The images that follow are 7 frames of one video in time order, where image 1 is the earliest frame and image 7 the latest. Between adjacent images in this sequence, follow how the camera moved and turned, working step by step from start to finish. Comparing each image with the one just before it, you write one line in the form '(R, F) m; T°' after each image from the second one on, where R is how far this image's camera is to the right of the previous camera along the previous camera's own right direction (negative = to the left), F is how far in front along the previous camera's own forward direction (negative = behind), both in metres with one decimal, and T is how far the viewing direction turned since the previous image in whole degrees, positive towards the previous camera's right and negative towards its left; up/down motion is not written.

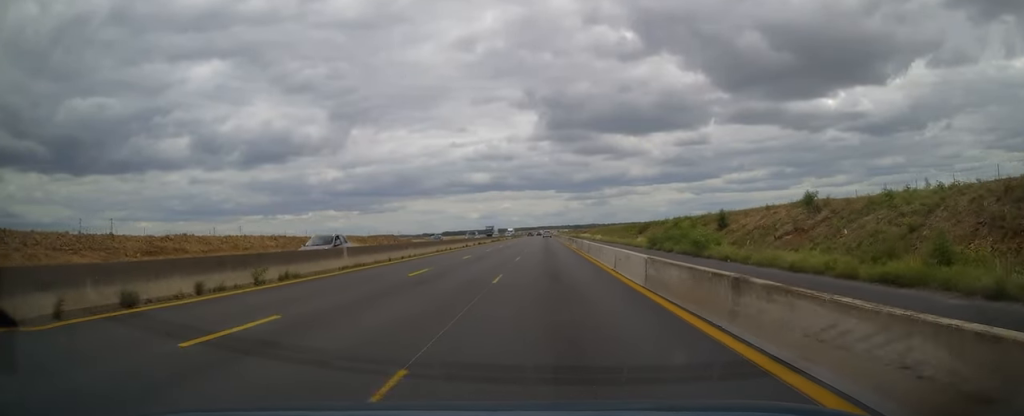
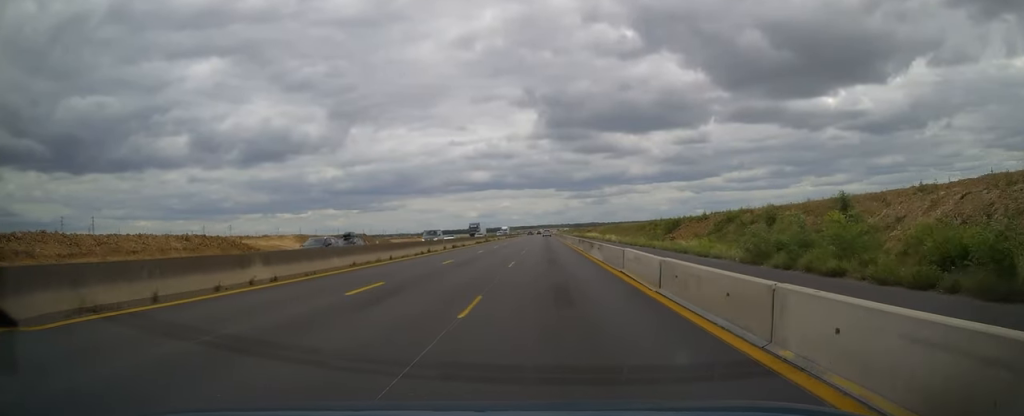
(0.0, +19.4) m; 0°
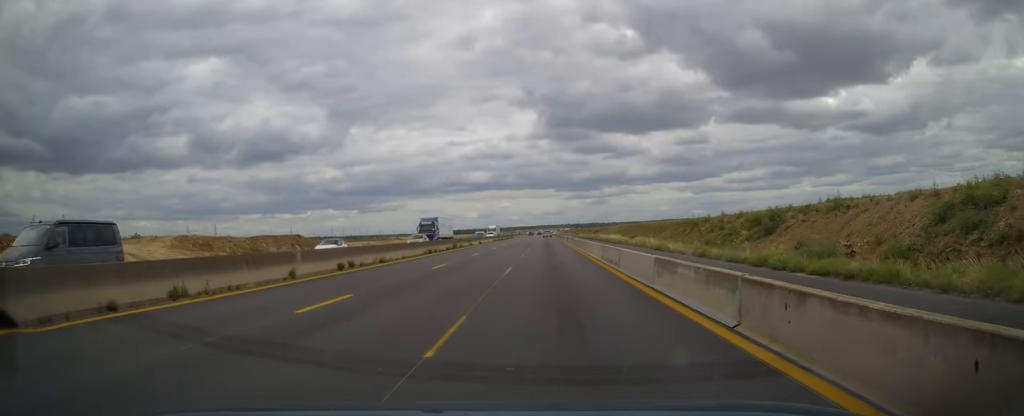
(0.0, +28.7) m; 0°
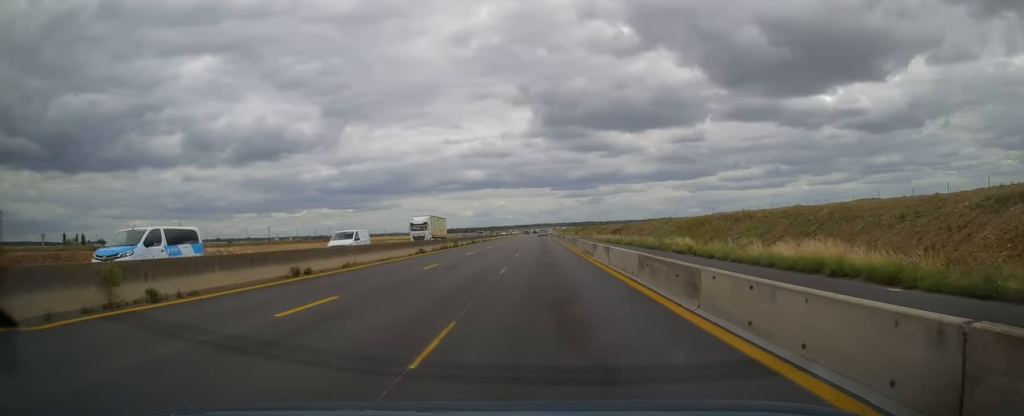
(+0.4, +52.5) m; +1°
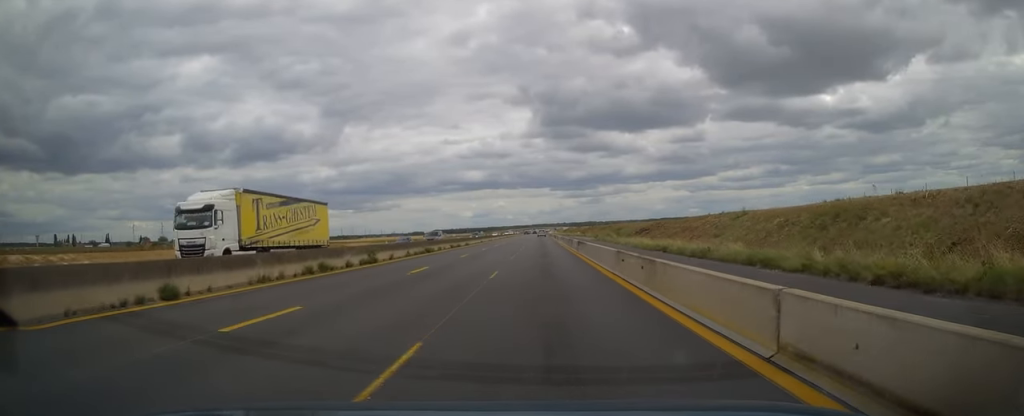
(-0.1, +27.5) m; 0°
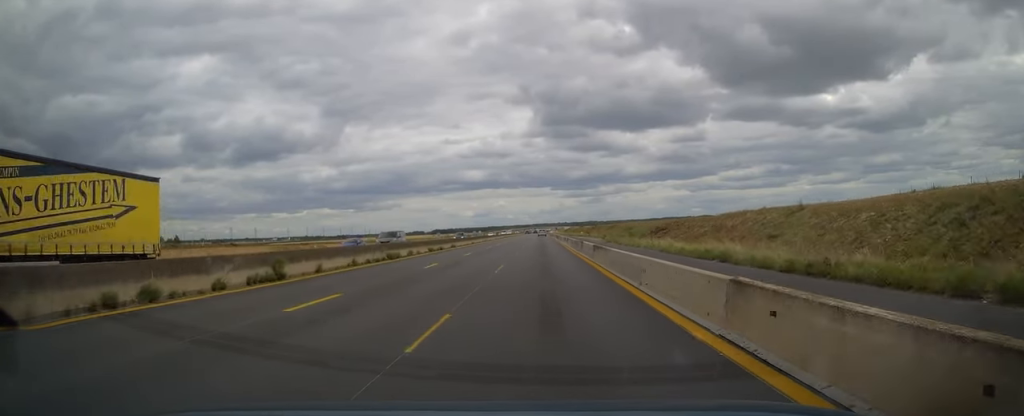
(0.0, +10.5) m; 0°
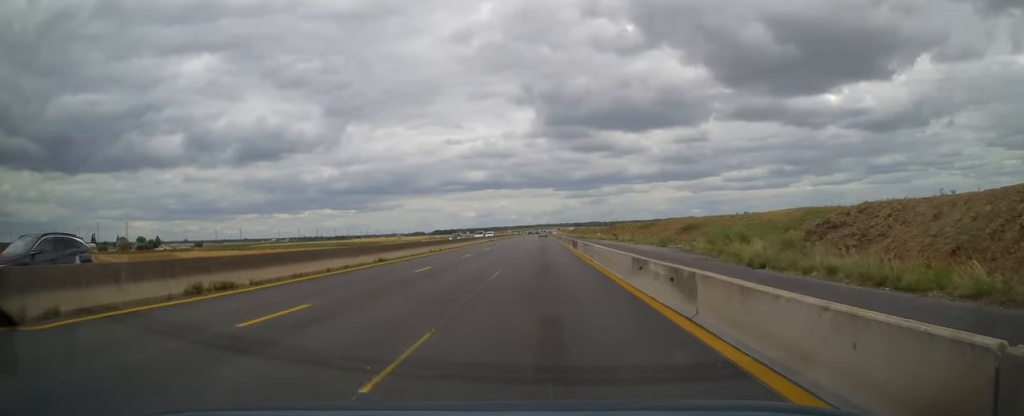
(-0.1, +40.6) m; 0°
